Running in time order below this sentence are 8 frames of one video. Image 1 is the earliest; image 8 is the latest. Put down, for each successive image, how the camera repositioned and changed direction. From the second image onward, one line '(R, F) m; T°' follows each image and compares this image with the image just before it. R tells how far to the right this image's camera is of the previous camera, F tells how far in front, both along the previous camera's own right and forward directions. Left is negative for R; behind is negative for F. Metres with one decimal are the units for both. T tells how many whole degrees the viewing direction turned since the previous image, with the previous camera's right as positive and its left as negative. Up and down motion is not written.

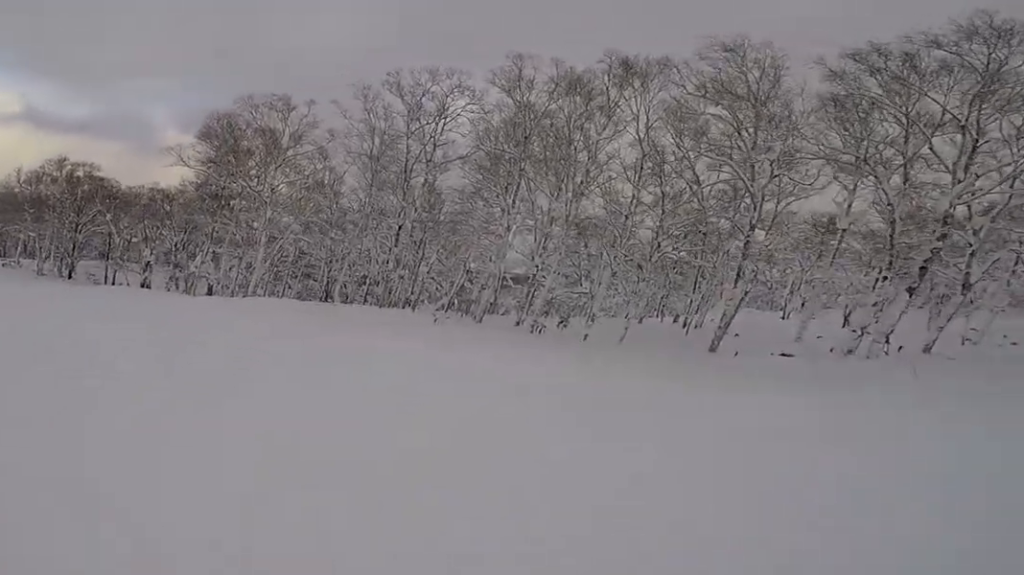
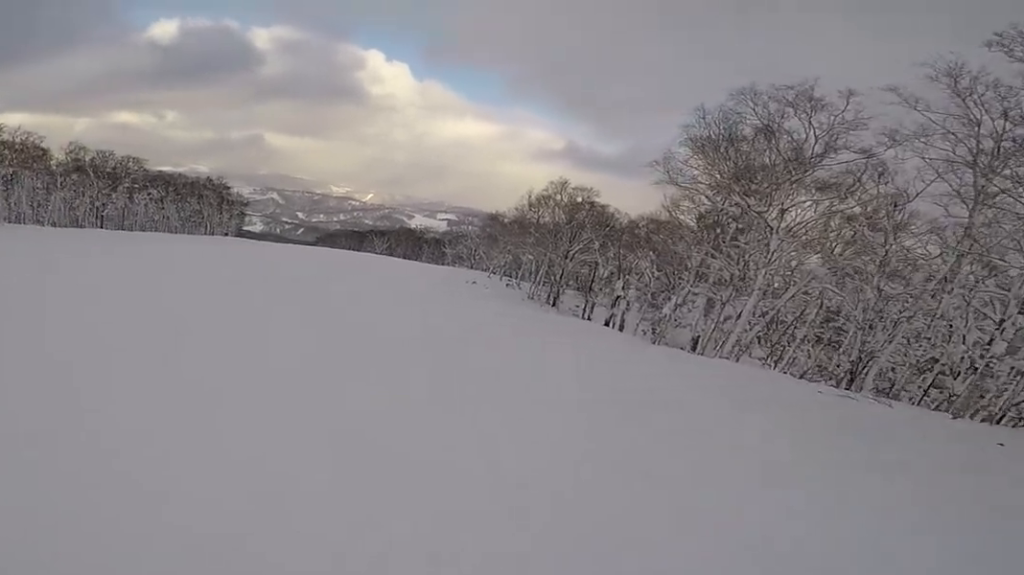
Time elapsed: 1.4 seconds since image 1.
(-1.7, +6.9) m; -40°
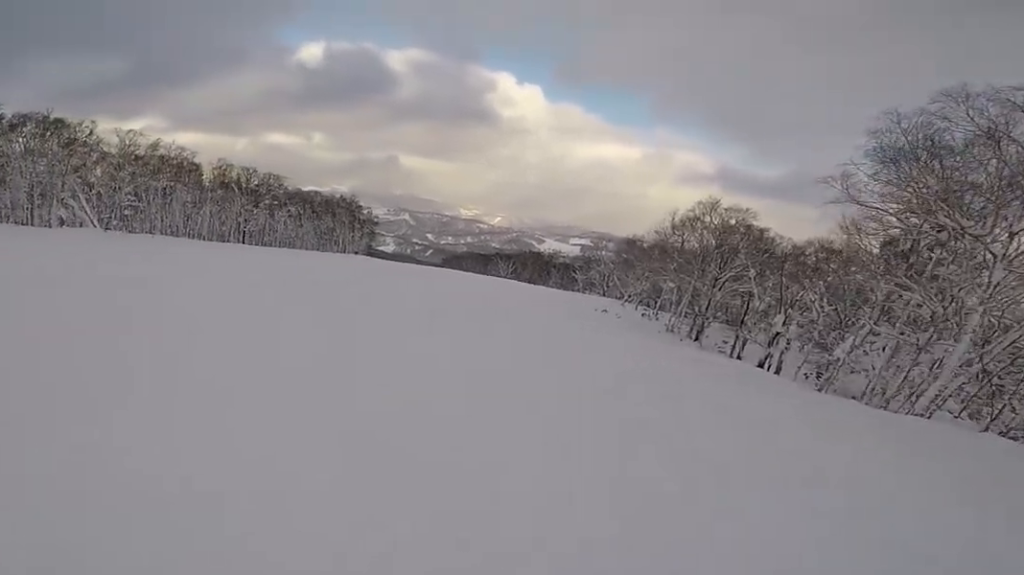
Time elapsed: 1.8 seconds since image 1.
(-0.4, +2.5) m; -14°
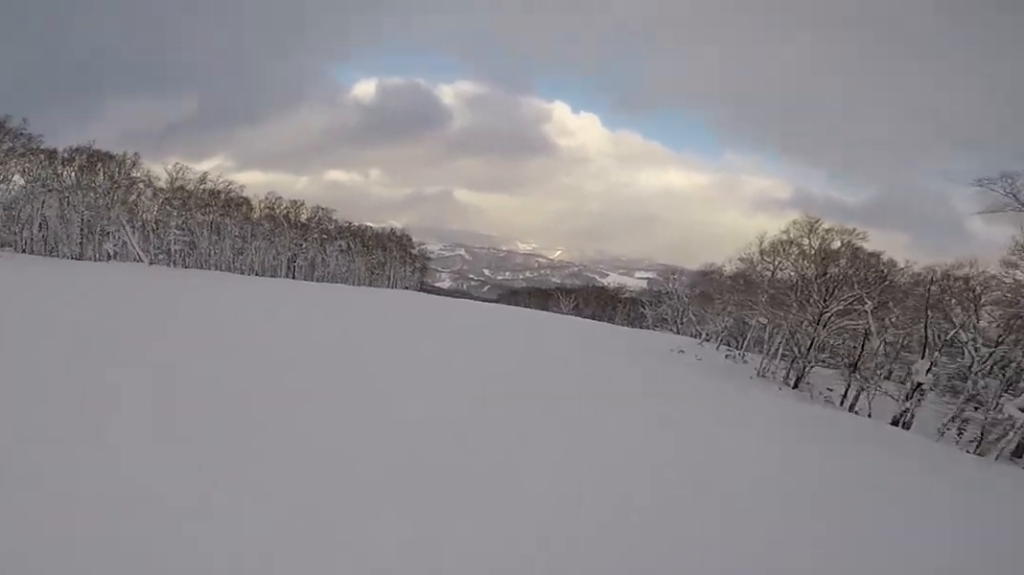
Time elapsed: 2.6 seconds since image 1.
(-1.0, +4.7) m; -20°
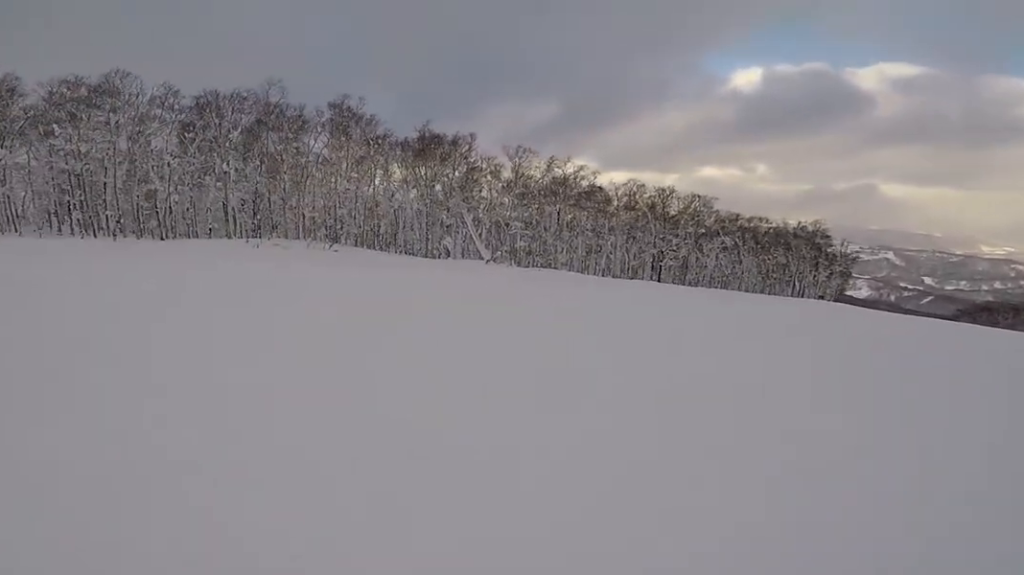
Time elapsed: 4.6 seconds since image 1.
(-3.1, +12.0) m; -32°
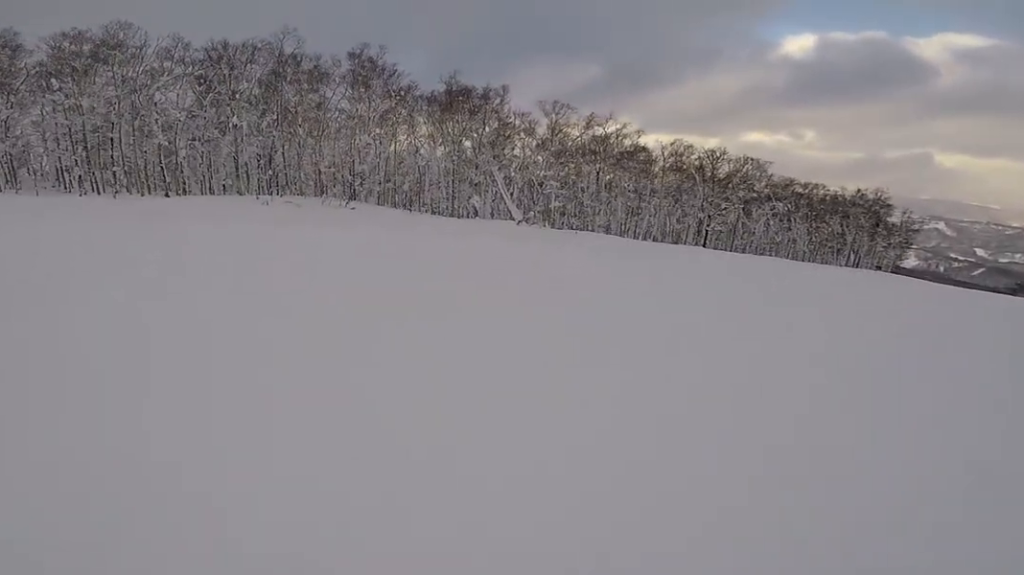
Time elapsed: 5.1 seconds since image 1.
(-0.5, +3.4) m; +1°
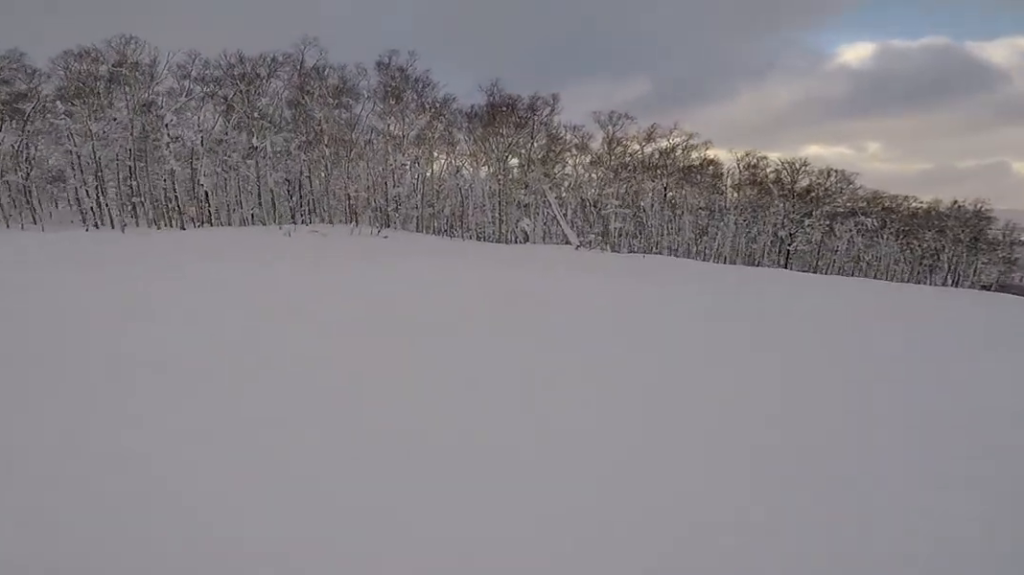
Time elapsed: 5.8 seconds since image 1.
(-0.3, +5.0) m; +7°
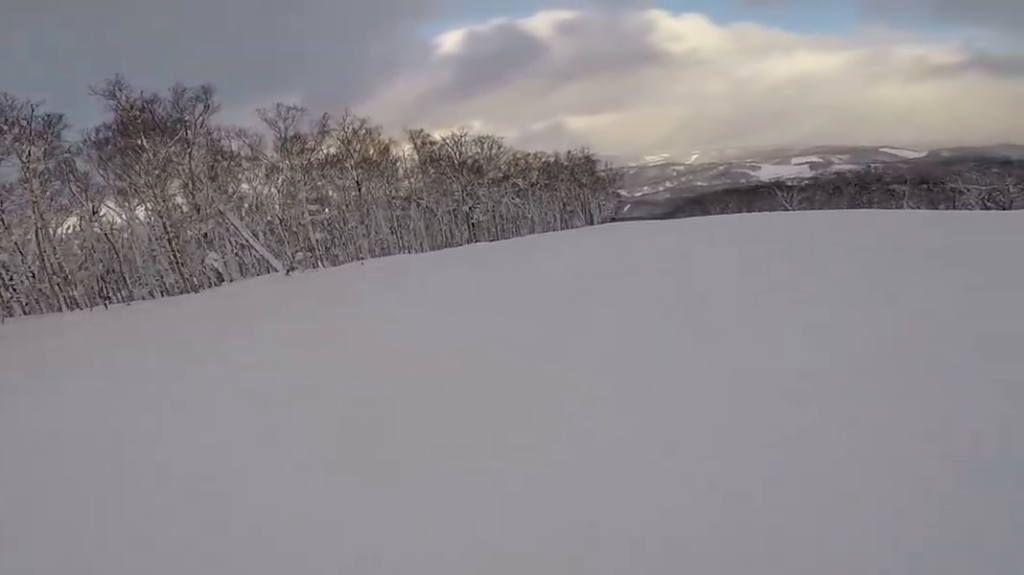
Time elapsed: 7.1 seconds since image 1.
(+2.7, +9.4) m; +29°
